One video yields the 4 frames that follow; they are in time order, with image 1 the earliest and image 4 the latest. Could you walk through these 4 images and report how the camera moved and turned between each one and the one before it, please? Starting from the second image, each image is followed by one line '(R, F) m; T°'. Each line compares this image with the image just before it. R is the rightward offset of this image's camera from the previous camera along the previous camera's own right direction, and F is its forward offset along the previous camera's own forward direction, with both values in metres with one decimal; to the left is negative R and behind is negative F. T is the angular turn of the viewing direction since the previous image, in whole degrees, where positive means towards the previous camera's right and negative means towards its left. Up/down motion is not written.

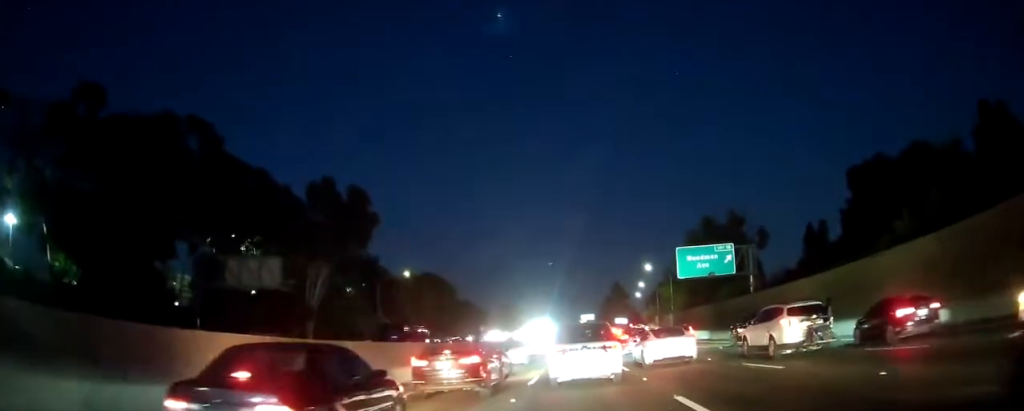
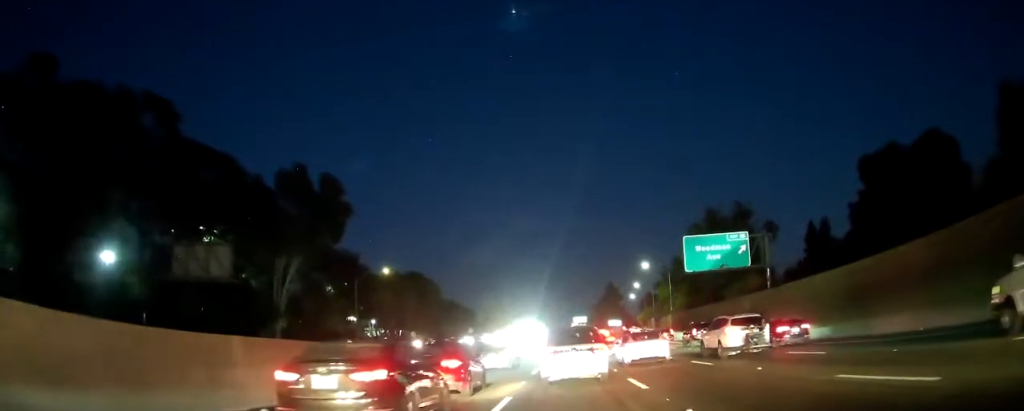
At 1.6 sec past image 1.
(-0.4, +7.8) m; -4°
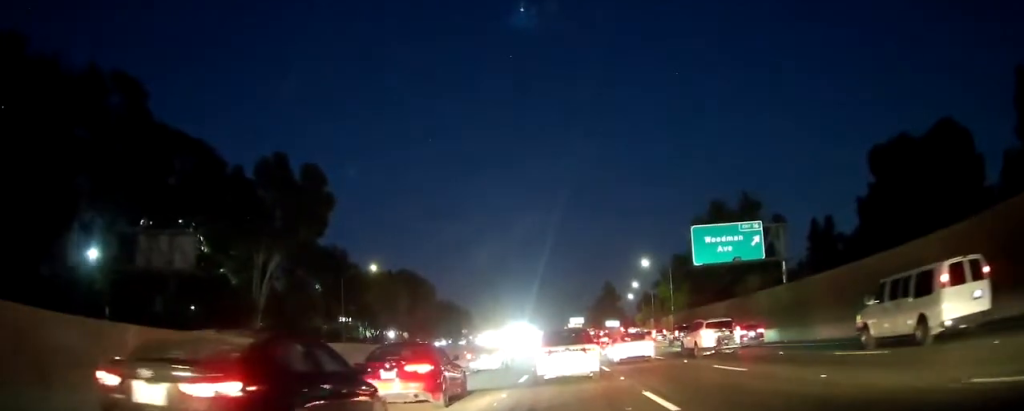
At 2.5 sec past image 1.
(0.0, +4.5) m; +2°
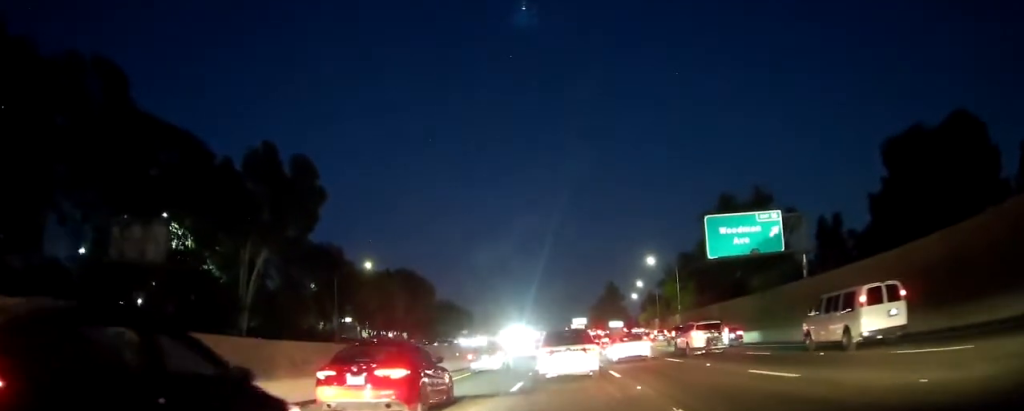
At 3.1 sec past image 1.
(+0.1, +3.2) m; +2°
